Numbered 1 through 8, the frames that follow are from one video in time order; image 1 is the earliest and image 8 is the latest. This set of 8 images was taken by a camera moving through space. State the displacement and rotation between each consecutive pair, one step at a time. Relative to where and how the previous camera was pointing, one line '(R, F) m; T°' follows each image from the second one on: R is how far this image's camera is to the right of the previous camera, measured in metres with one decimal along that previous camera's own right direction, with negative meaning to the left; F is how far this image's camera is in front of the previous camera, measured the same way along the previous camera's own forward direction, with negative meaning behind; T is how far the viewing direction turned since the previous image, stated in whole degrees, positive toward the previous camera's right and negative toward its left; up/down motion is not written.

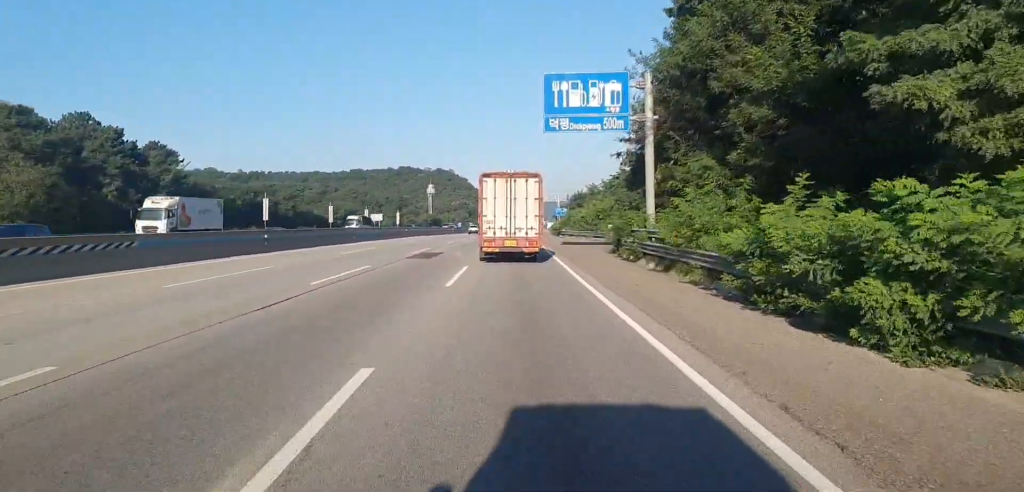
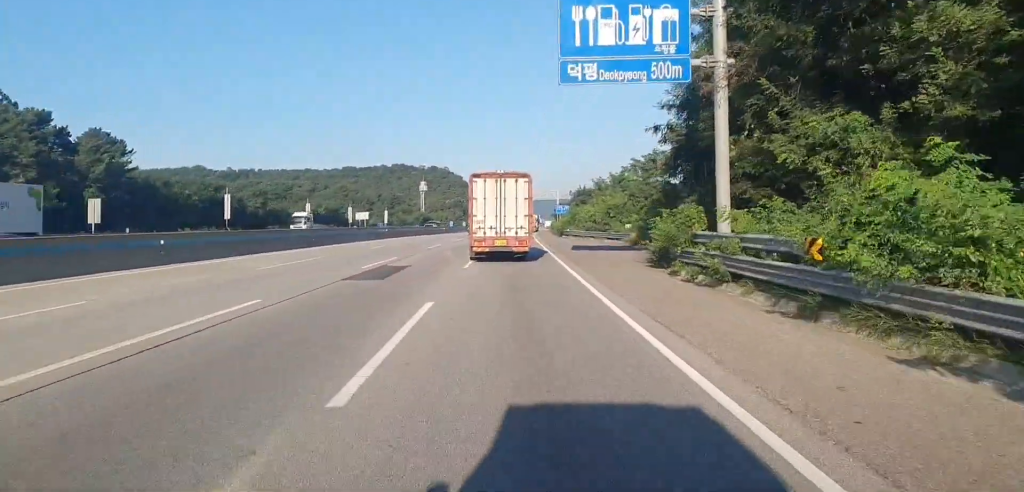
(-0.3, +13.3) m; 0°
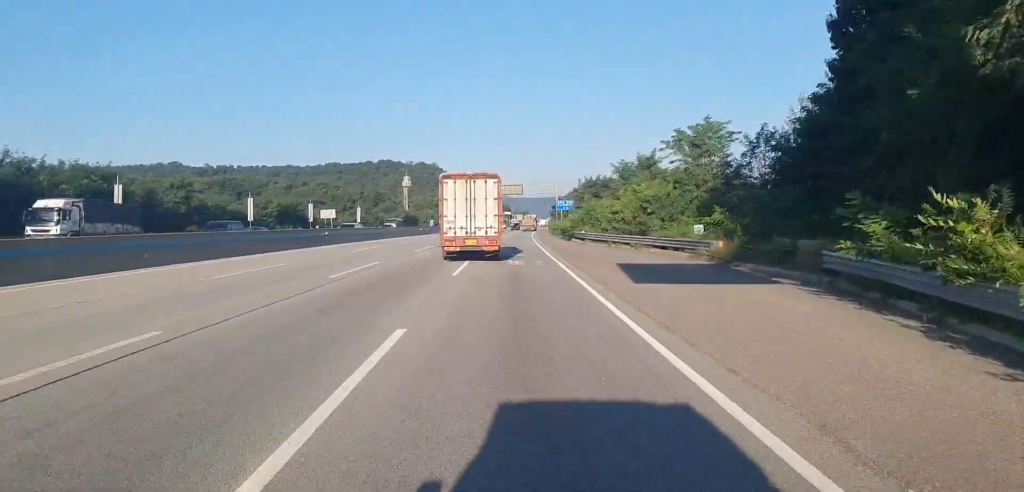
(+0.2, +24.1) m; +1°
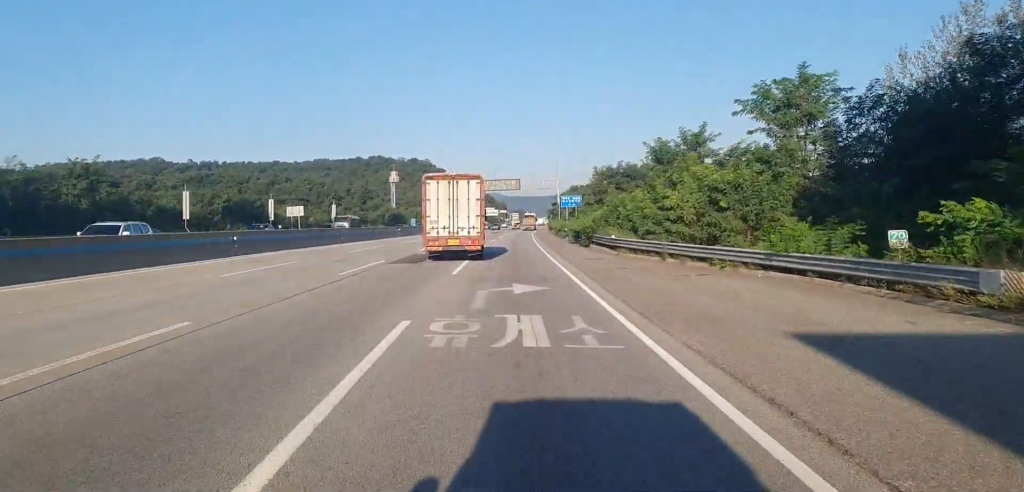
(+0.1, +18.9) m; 0°
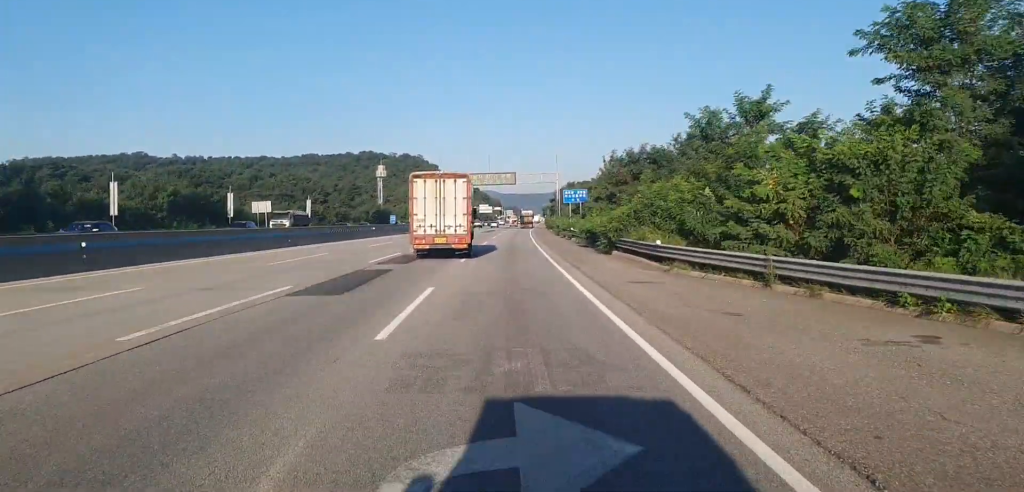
(0.0, +13.7) m; 0°
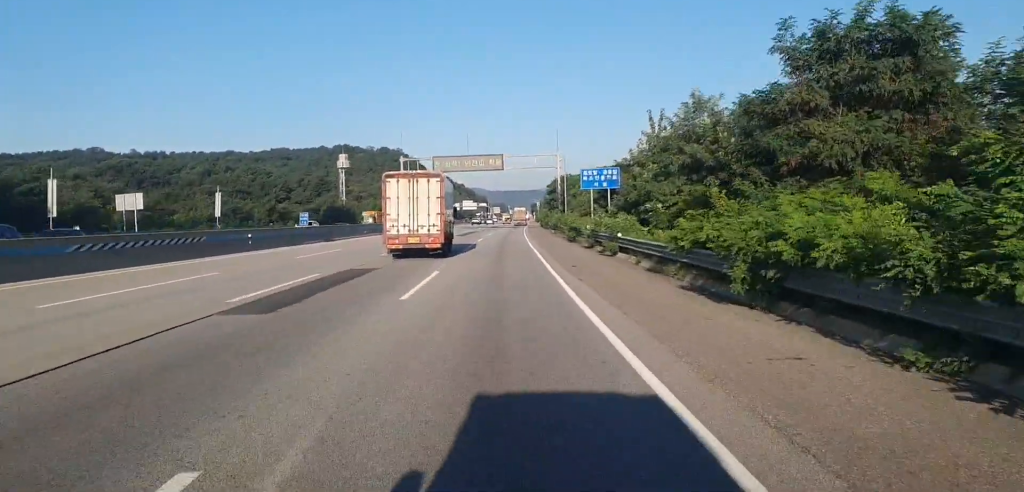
(0.0, +34.3) m; 0°
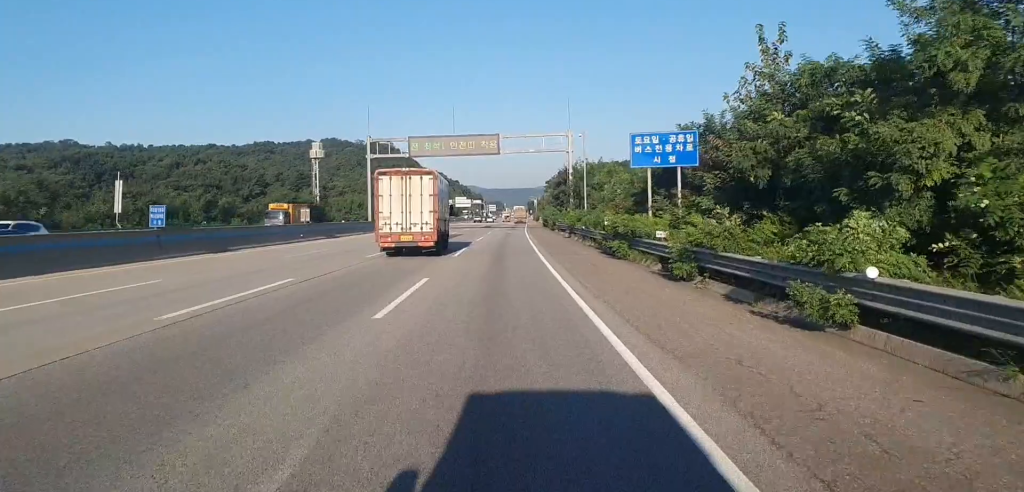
(+0.1, +23.1) m; +1°
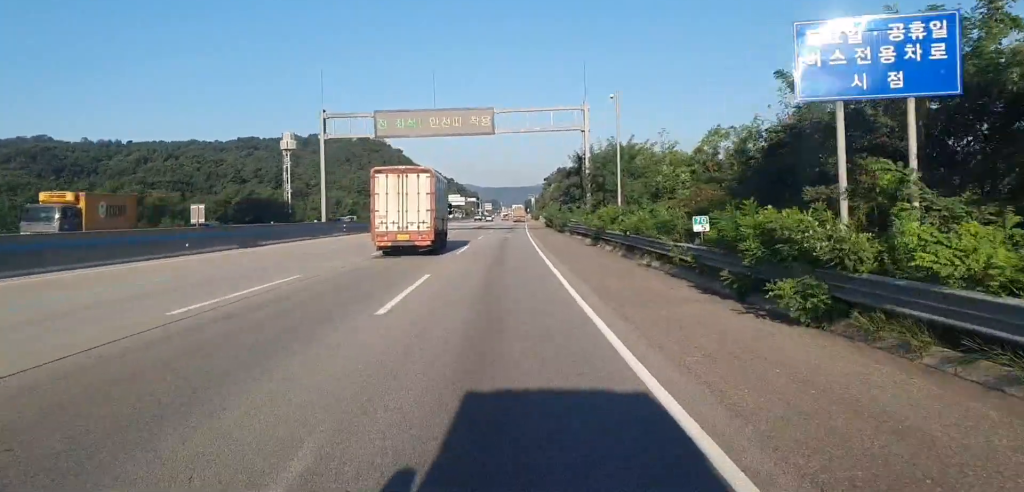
(+0.5, +19.0) m; 0°
